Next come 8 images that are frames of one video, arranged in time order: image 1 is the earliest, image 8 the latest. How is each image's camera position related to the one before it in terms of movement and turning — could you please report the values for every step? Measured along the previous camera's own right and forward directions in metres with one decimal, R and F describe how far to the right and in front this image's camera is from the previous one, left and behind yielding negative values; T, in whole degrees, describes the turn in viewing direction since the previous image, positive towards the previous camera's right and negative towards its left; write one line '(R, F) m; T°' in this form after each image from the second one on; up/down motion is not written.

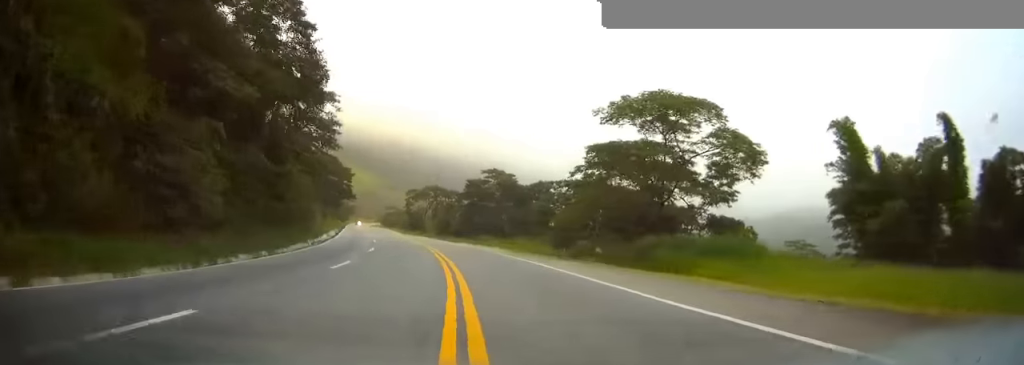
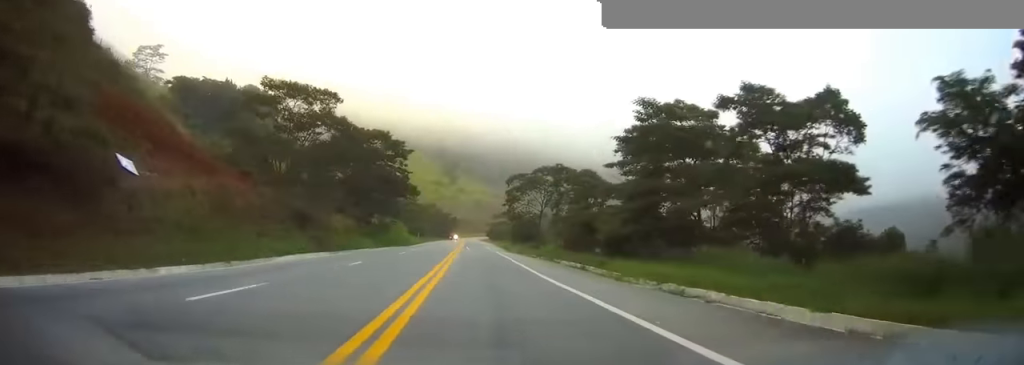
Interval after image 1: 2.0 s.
(-5.0, +56.7) m; -9°
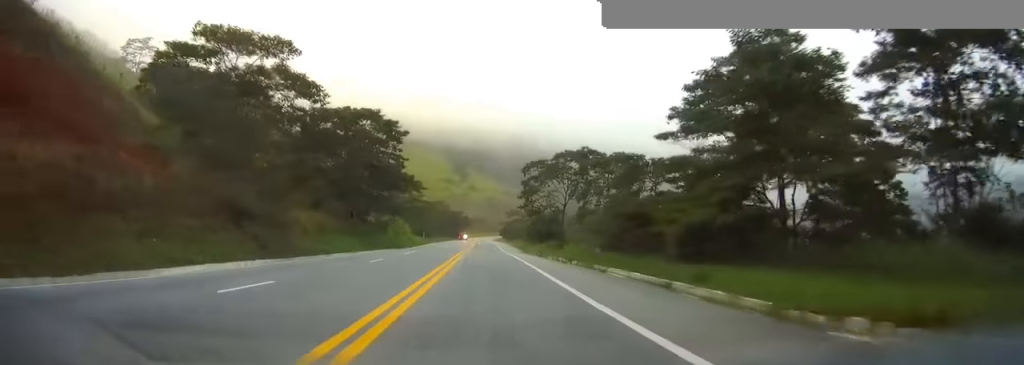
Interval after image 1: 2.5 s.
(-0.3, +13.5) m; -2°
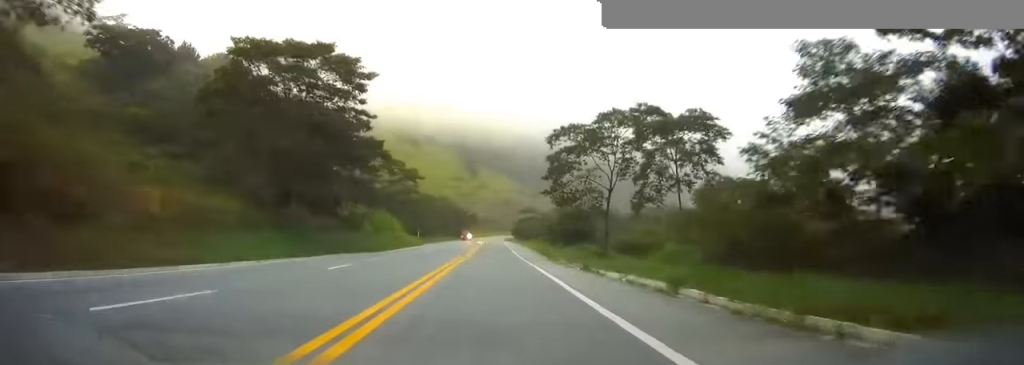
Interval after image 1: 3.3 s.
(-0.4, +22.5) m; -1°
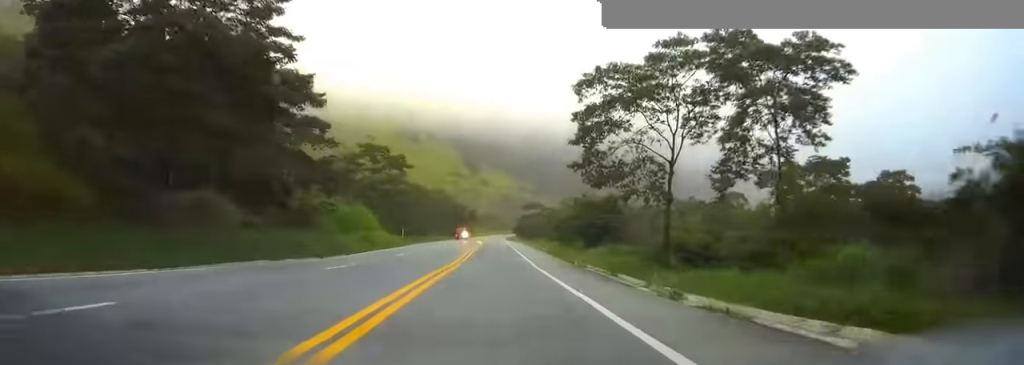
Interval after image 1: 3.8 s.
(-0.1, +16.8) m; 0°
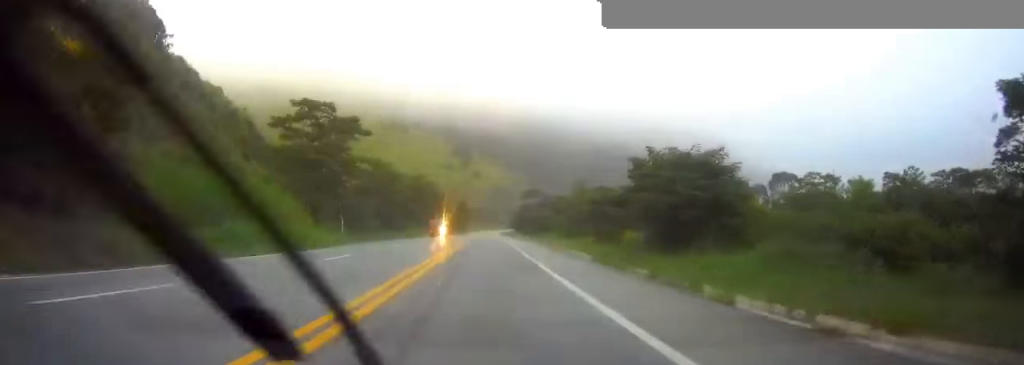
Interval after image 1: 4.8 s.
(0.0, +28.9) m; 0°
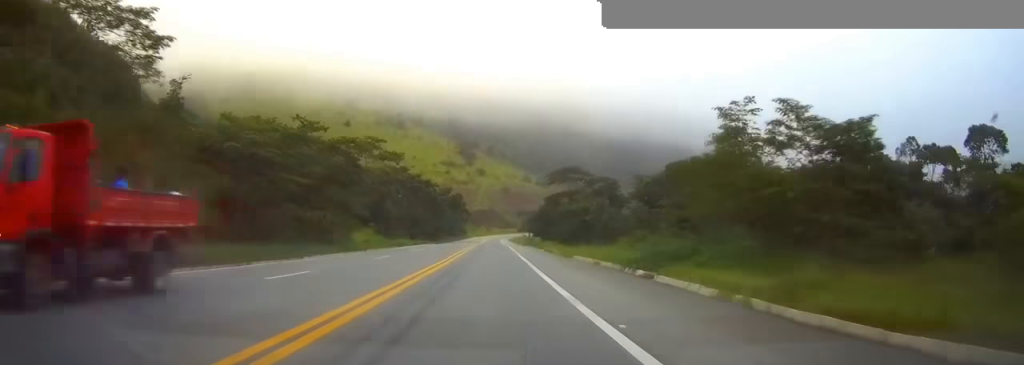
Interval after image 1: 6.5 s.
(+0.1, +52.7) m; 0°
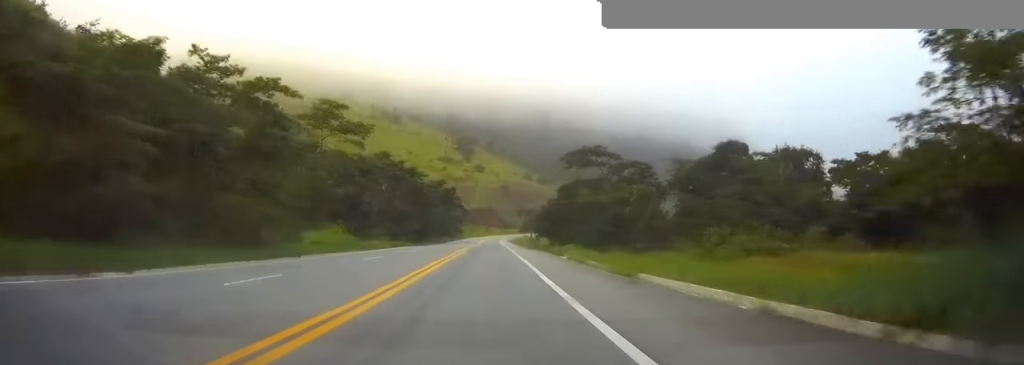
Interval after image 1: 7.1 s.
(-0.1, +18.3) m; 0°
